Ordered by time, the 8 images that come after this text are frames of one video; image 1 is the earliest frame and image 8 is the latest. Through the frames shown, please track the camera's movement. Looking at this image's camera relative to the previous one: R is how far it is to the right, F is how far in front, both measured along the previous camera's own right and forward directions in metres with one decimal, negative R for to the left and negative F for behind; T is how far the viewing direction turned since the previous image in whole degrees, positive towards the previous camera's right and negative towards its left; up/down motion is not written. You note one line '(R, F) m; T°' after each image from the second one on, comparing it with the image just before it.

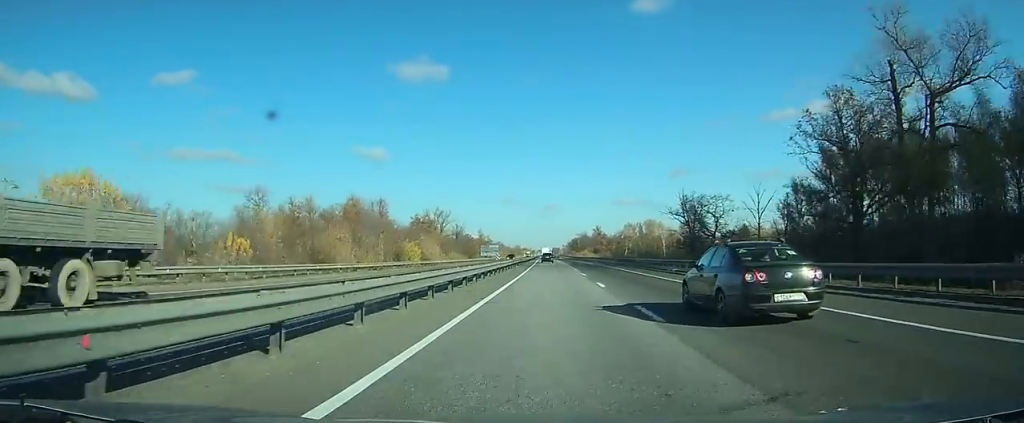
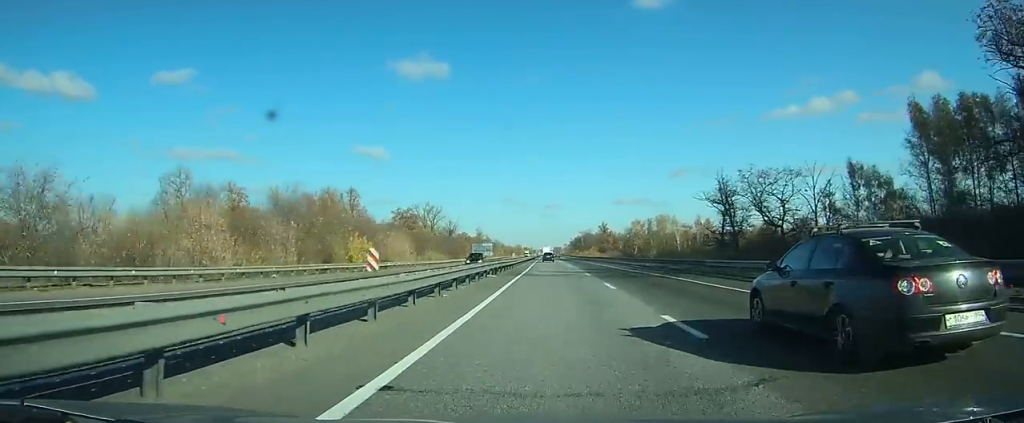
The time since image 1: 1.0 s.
(-0.1, +26.3) m; 0°
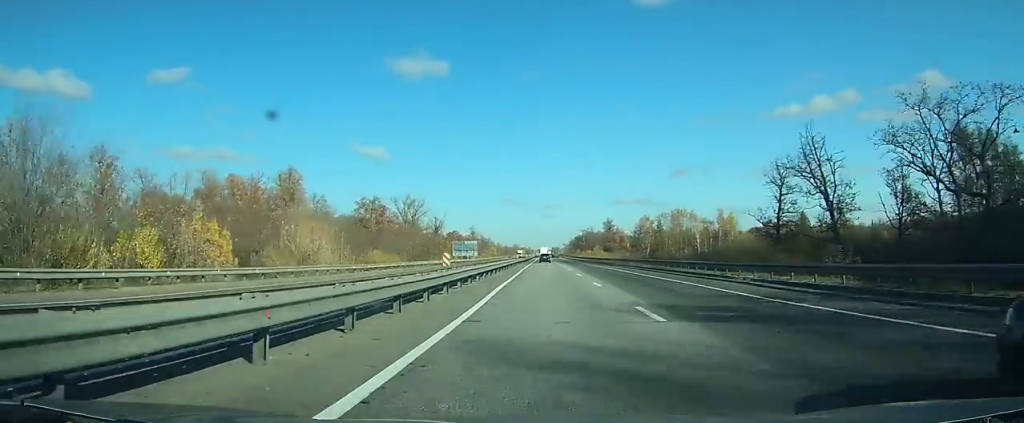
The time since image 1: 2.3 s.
(-0.1, +32.5) m; 0°
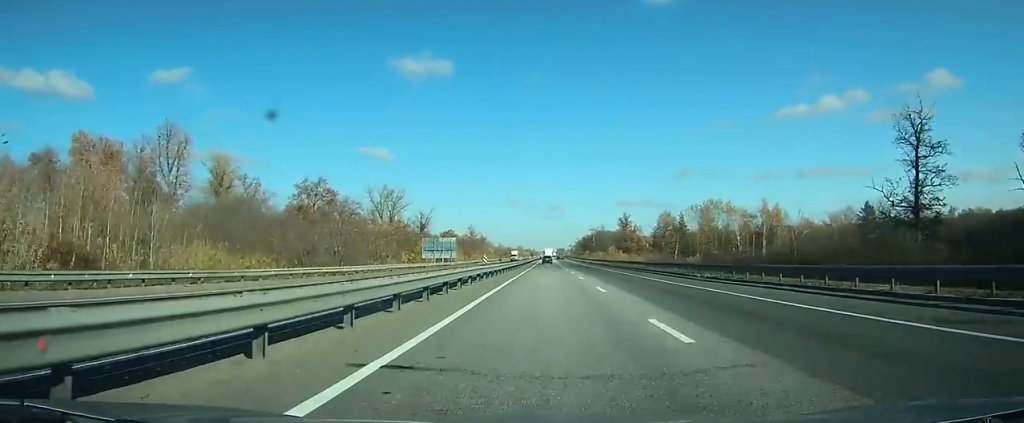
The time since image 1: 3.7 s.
(-0.1, +37.2) m; 0°
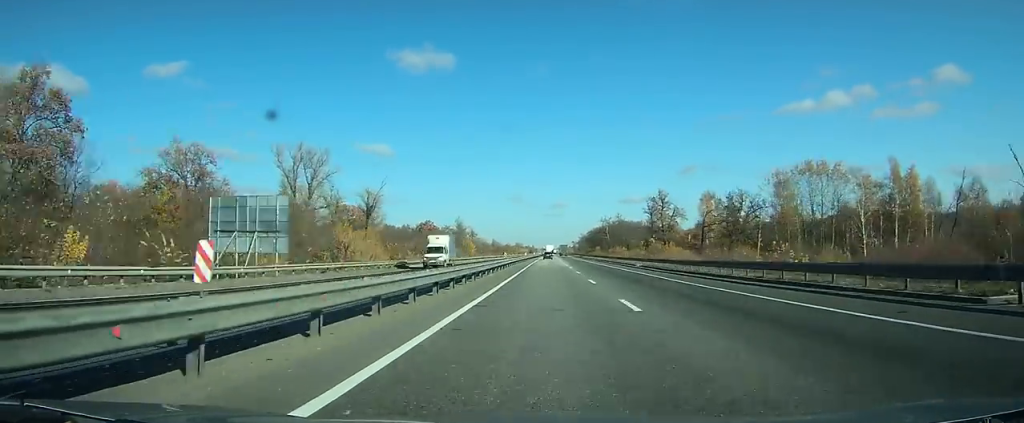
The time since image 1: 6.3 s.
(-0.2, +66.2) m; 0°
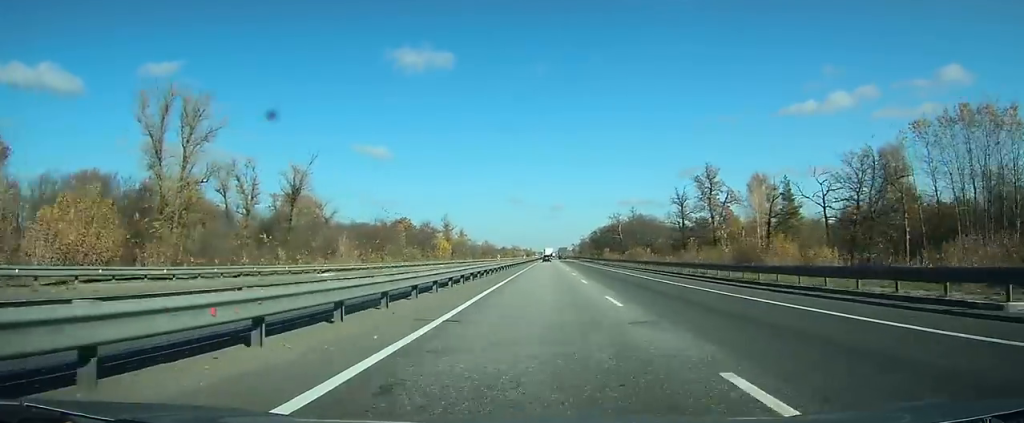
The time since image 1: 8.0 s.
(-0.1, +47.9) m; 0°
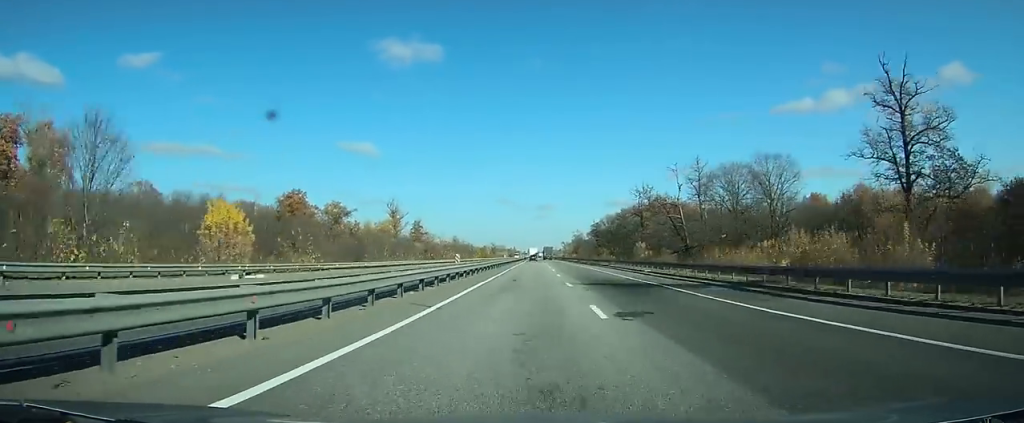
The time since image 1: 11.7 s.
(+0.8, +98.8) m; +1°
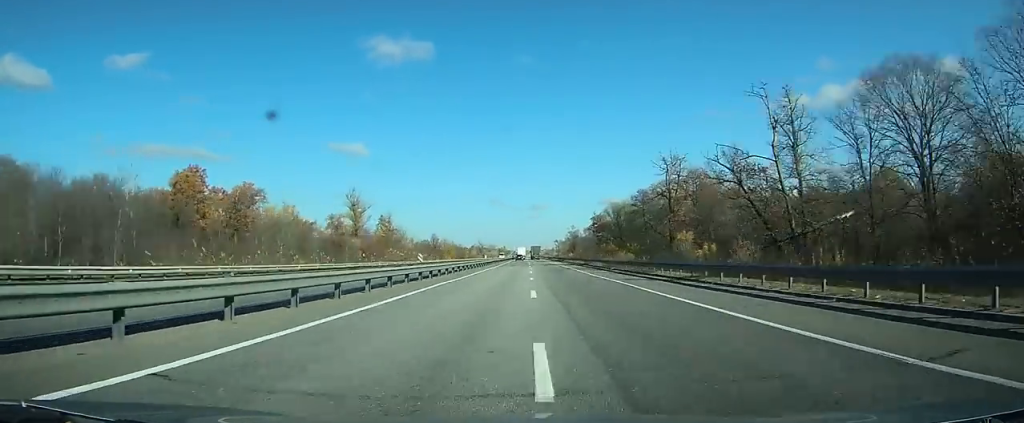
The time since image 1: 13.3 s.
(+0.3, +41.2) m; 0°
